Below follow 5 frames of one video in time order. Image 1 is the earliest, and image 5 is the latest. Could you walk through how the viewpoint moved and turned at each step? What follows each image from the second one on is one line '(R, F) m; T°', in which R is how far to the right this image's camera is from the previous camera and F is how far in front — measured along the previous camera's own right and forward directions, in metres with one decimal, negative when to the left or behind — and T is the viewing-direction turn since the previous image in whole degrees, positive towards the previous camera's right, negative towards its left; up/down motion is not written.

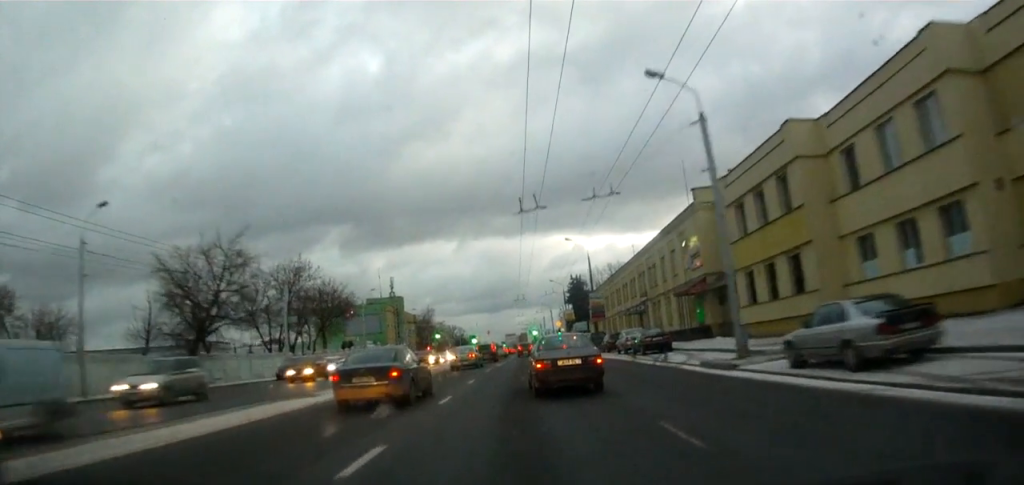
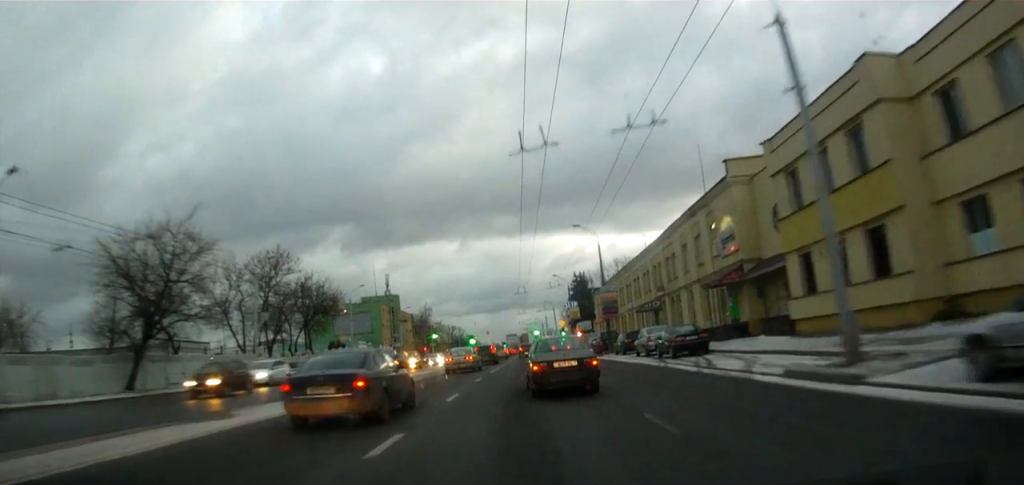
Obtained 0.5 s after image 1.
(0.0, +7.1) m; 0°
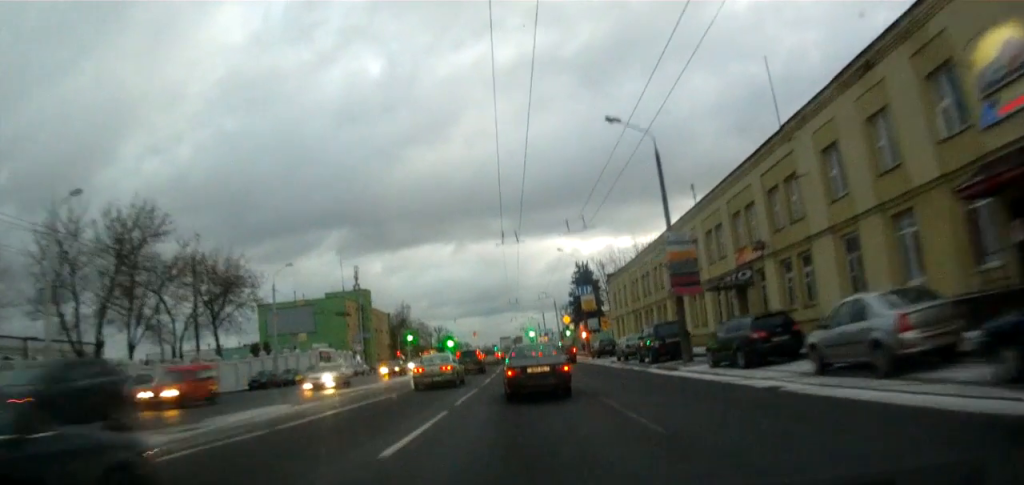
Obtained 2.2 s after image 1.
(0.0, +23.2) m; 0°
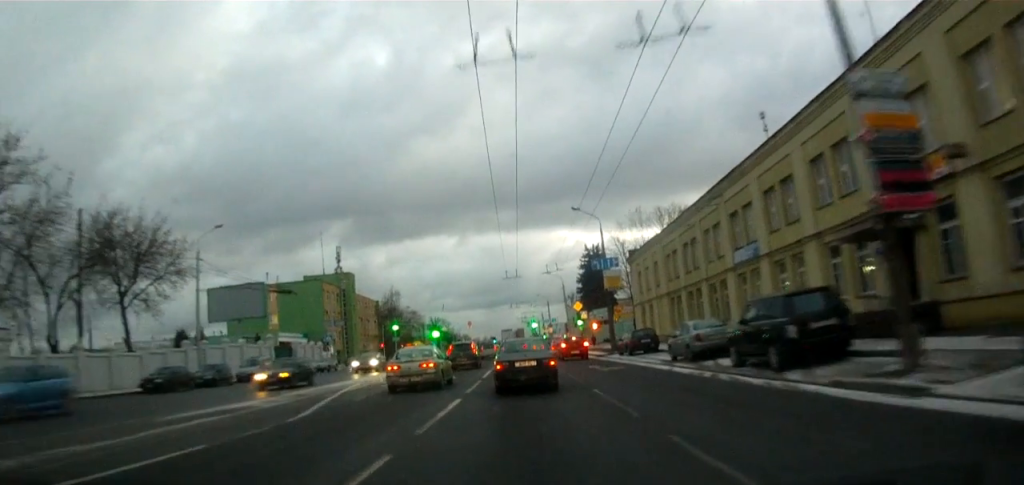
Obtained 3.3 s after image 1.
(+0.1, +14.6) m; 0°
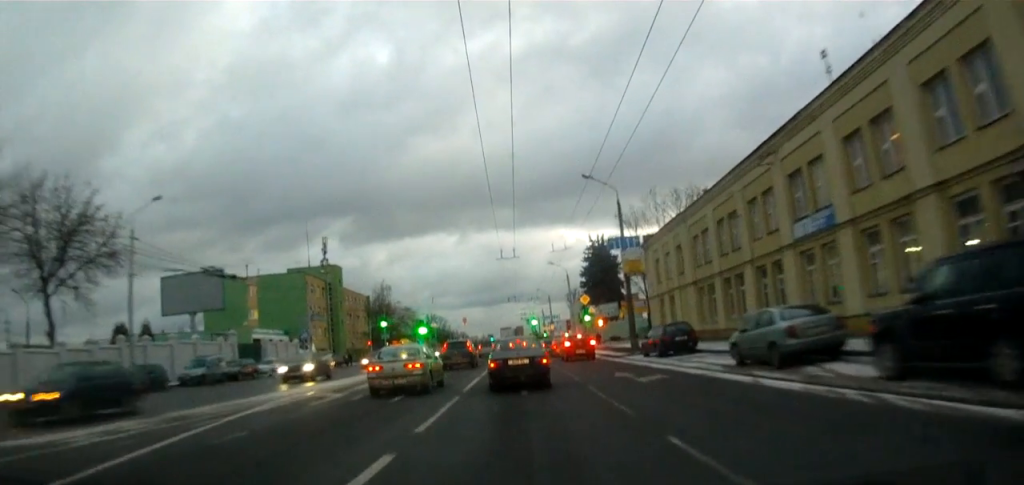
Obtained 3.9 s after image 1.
(0.0, +8.0) m; 0°
